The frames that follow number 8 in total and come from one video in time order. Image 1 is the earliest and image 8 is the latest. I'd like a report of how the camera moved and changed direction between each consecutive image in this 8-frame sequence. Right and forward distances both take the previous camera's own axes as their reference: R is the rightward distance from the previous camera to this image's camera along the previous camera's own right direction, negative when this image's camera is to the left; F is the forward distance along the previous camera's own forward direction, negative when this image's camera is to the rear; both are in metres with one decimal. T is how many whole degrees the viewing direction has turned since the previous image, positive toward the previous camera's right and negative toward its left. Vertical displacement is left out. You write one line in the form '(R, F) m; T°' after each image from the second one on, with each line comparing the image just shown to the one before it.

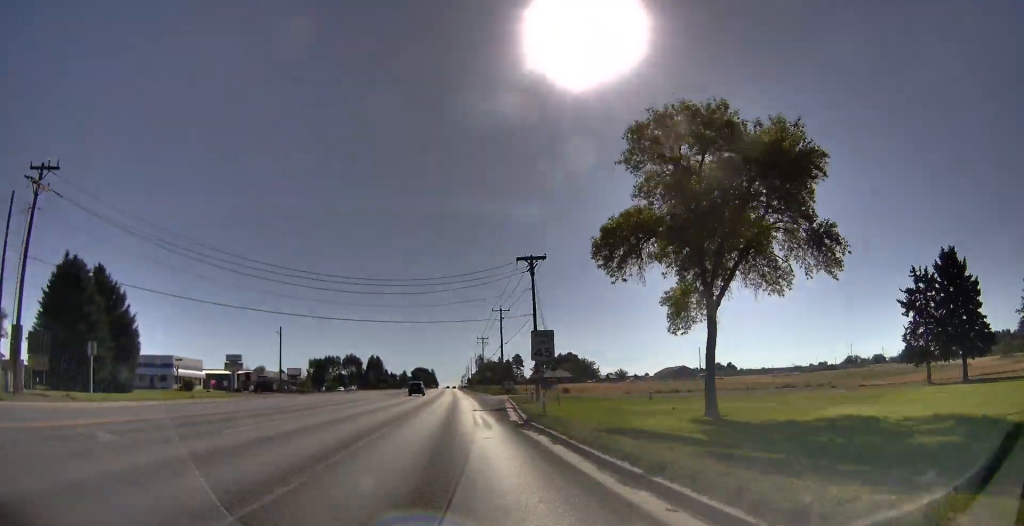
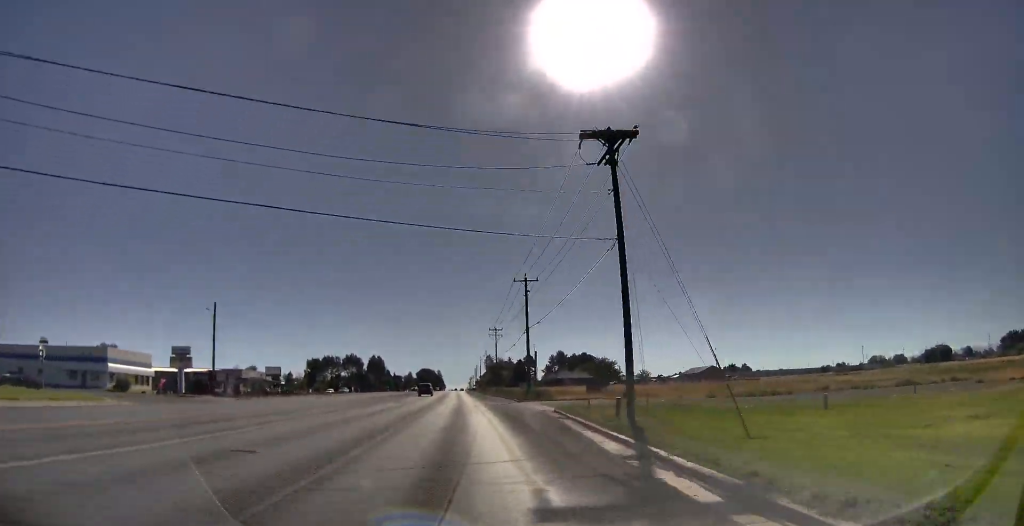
(+1.2, +27.0) m; +3°
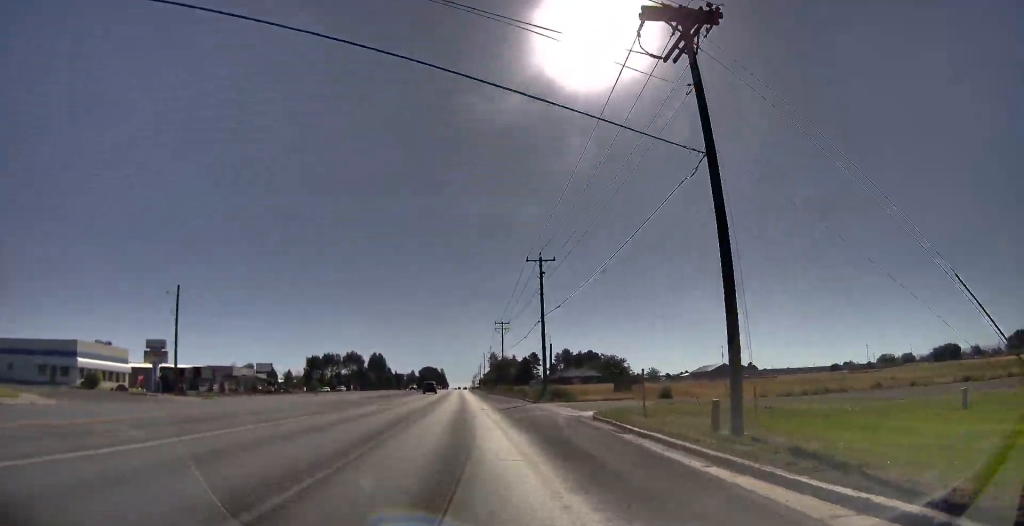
(0.0, +9.3) m; 0°
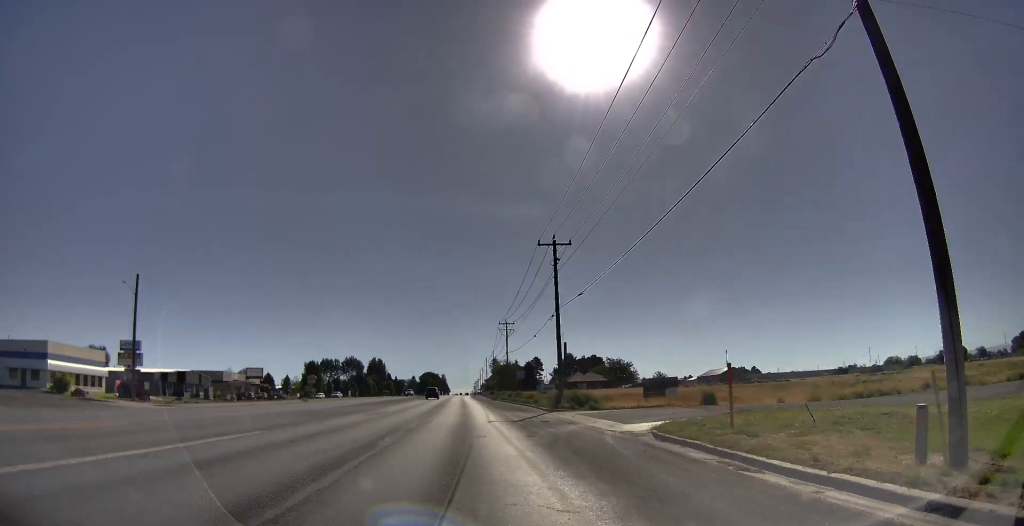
(0.0, +7.6) m; 0°
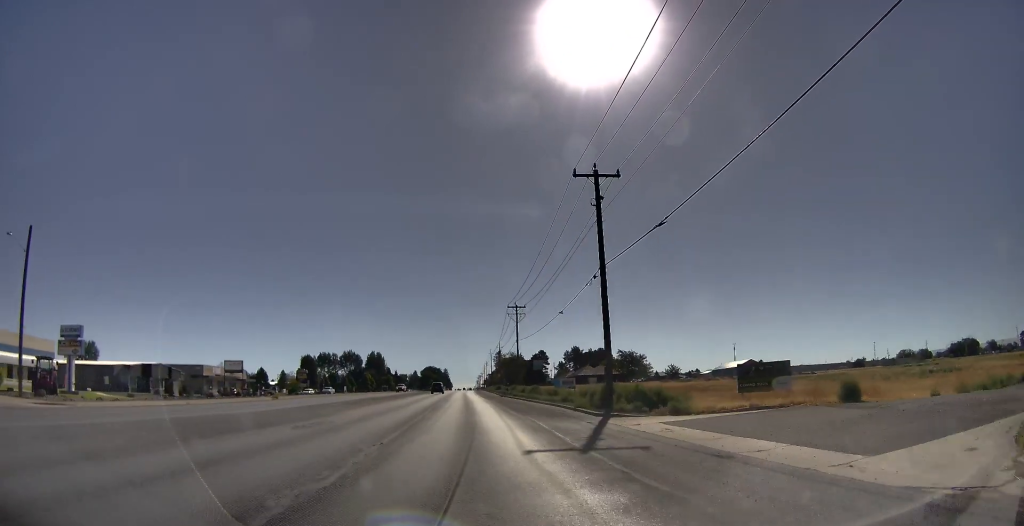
(0.0, +14.2) m; -2°
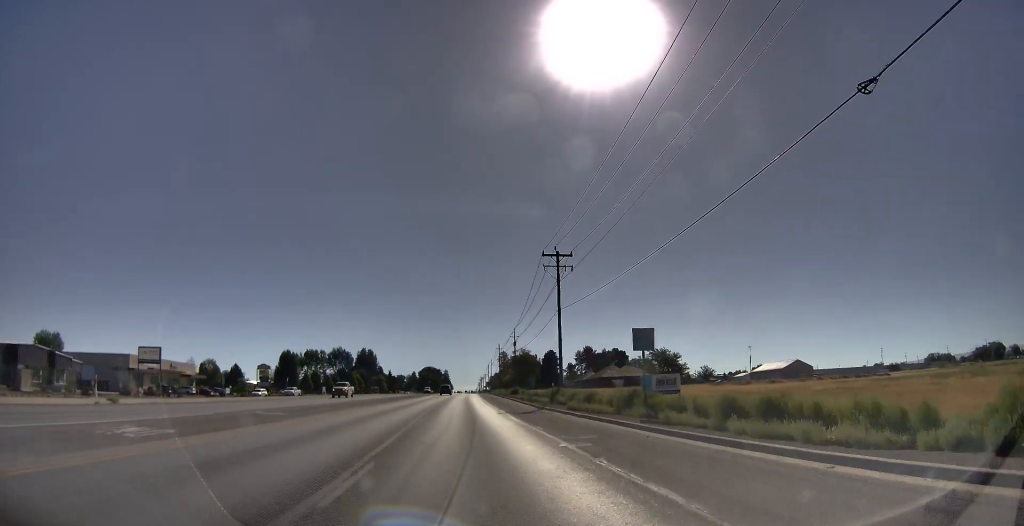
(-0.9, +35.0) m; 0°
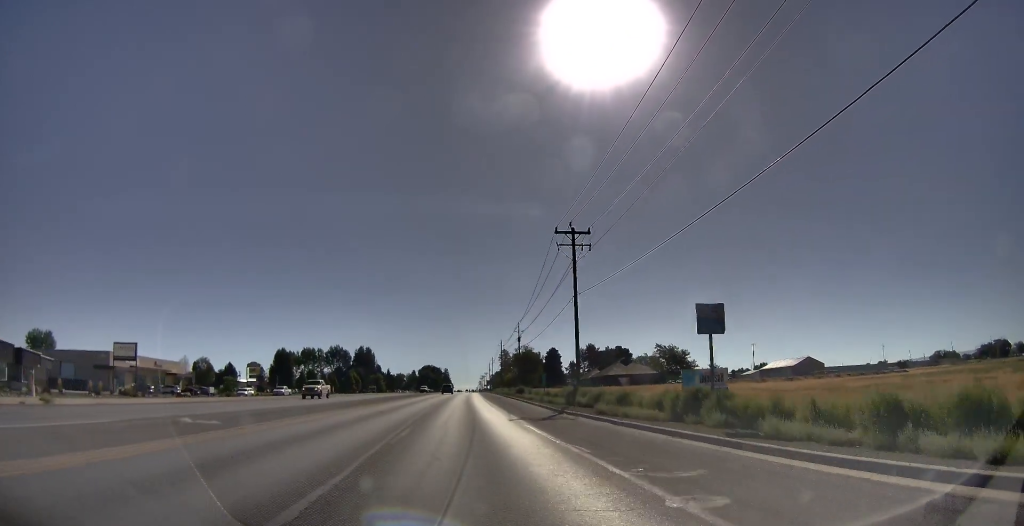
(+0.1, +7.1) m; +1°
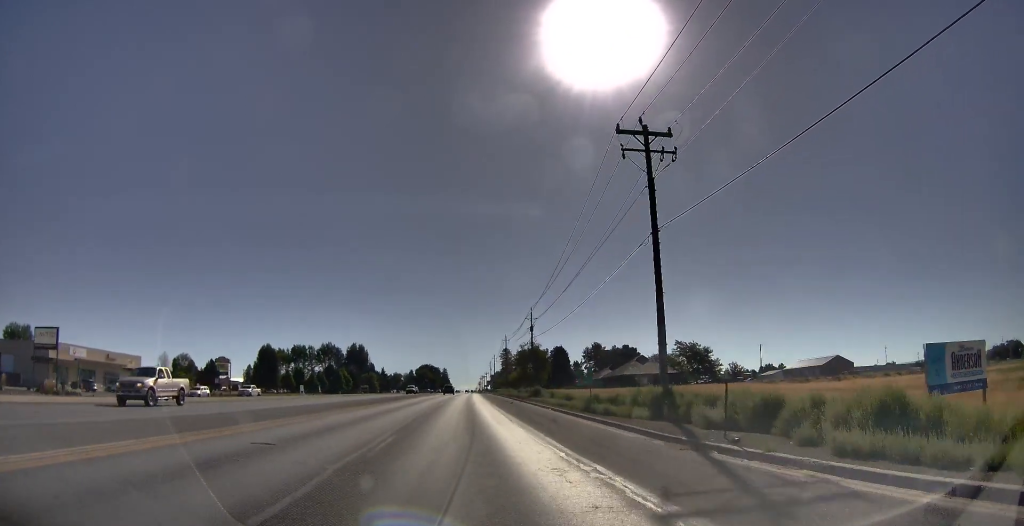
(+0.1, +17.6) m; 0°
